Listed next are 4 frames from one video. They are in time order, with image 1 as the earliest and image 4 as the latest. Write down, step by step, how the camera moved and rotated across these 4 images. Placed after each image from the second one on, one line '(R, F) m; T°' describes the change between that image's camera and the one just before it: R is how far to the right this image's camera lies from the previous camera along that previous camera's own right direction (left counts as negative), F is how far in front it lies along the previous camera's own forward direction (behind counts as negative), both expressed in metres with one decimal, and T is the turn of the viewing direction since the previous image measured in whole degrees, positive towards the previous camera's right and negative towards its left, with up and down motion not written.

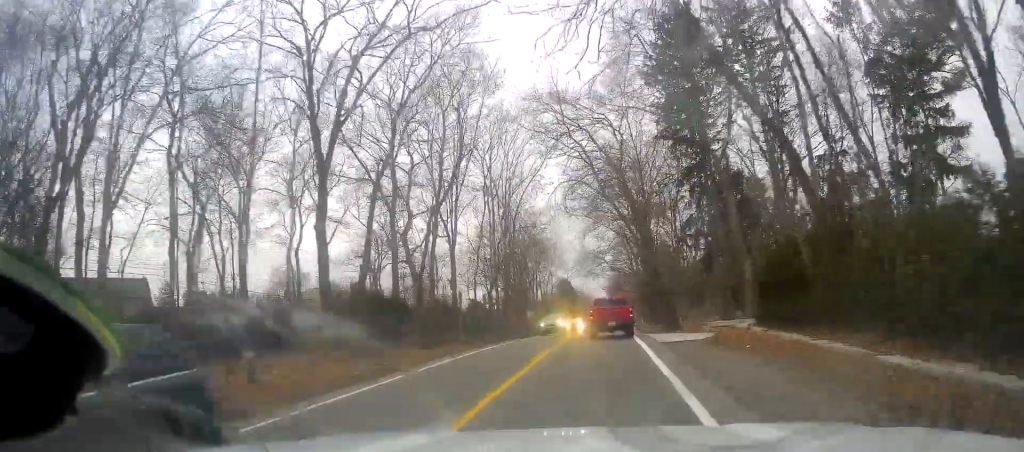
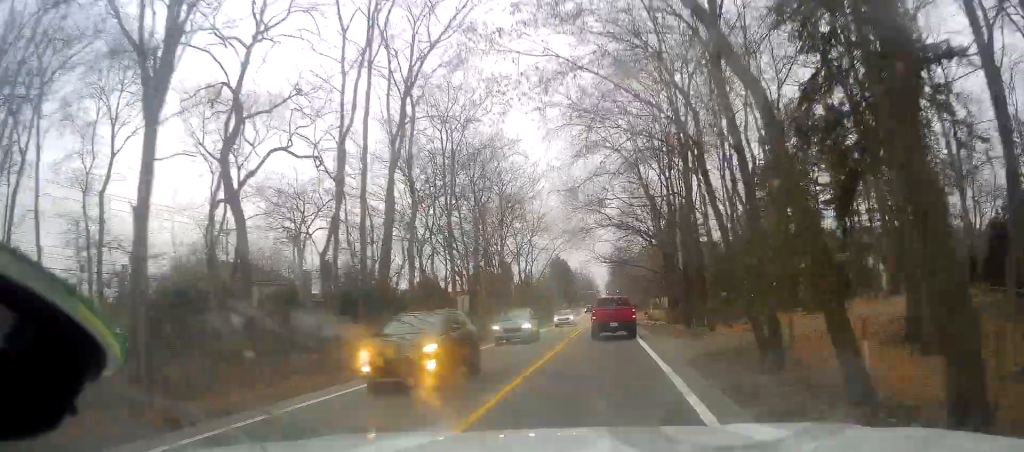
(+0.4, +28.9) m; +1°
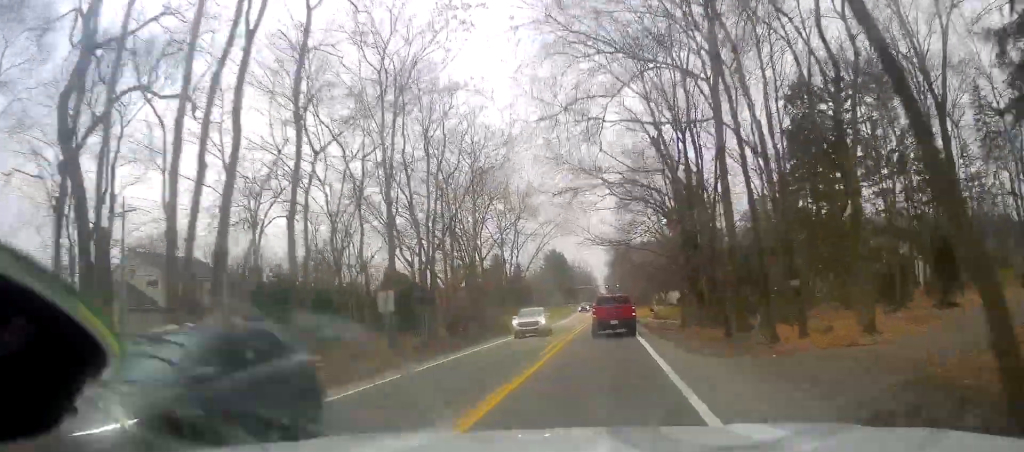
(0.0, +11.5) m; +1°
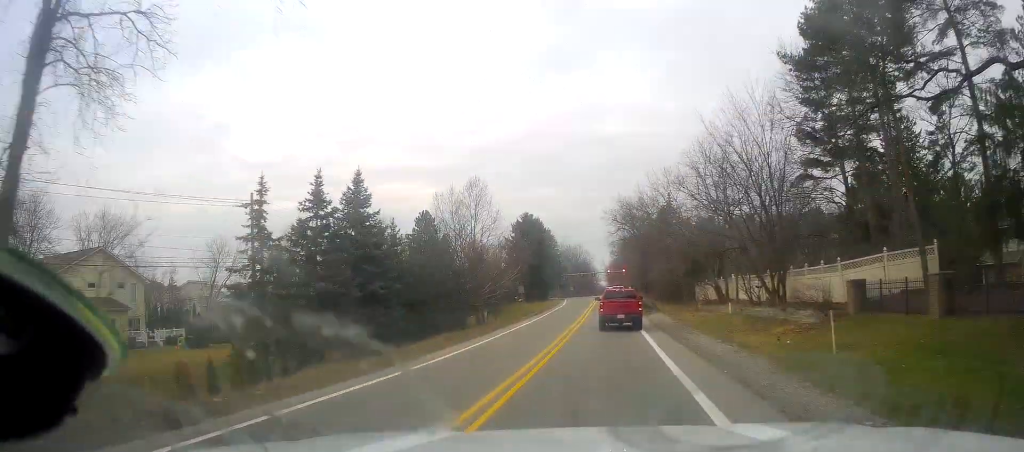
(-0.4, +59.9) m; -3°
